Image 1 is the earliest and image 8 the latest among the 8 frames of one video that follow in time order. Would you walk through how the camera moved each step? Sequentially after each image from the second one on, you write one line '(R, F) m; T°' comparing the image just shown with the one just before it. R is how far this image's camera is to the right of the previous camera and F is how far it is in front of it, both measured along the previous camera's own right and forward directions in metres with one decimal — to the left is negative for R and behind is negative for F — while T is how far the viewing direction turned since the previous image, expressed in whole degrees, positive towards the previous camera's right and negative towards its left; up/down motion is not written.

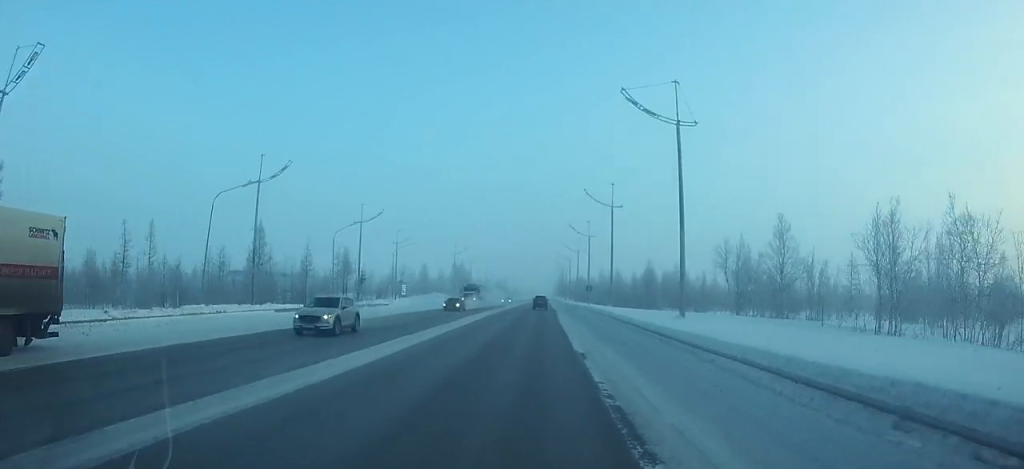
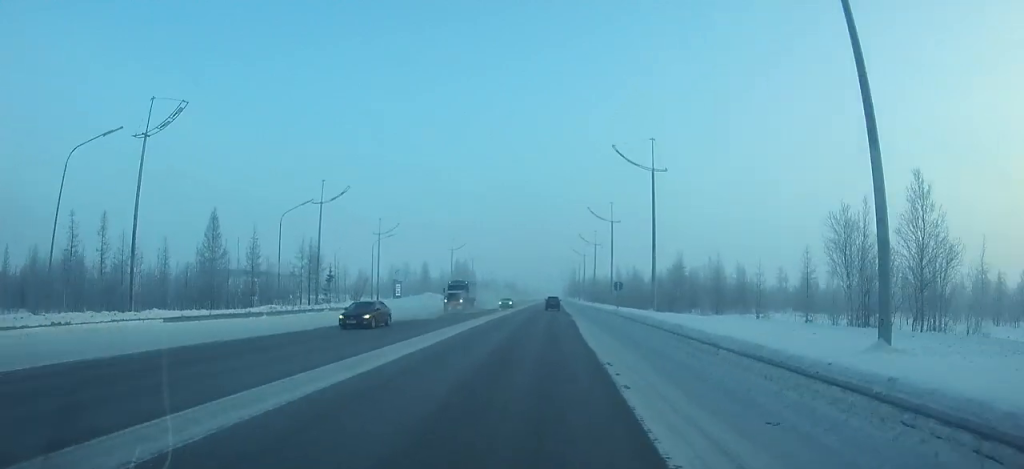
(-0.1, +14.9) m; -1°
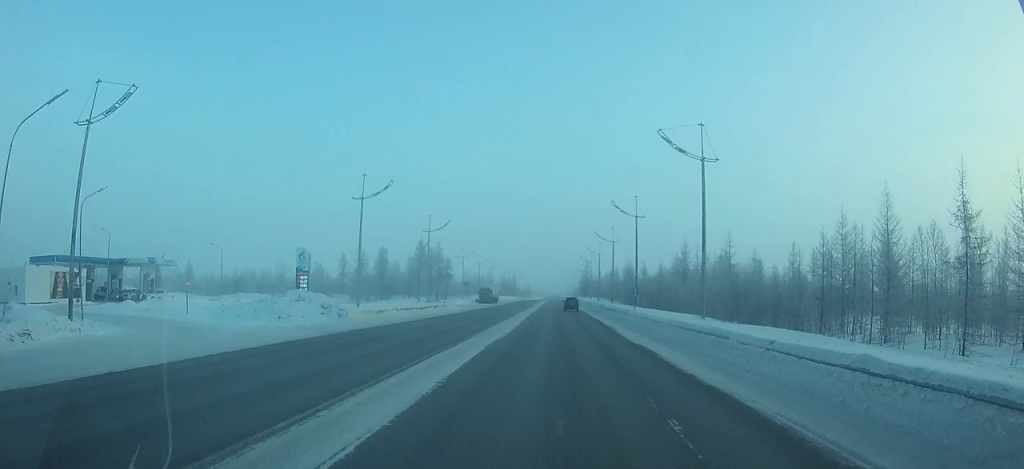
(-0.2, +54.2) m; 0°
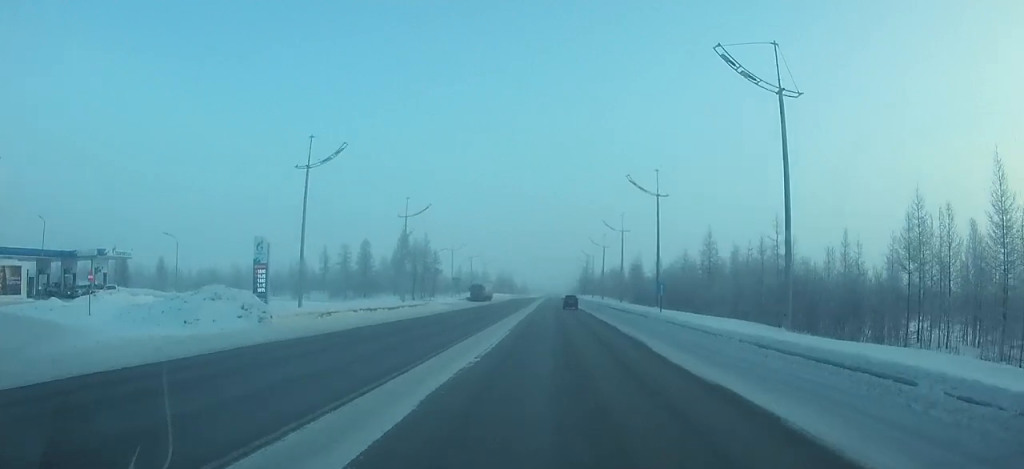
(0.0, +11.3) m; 0°
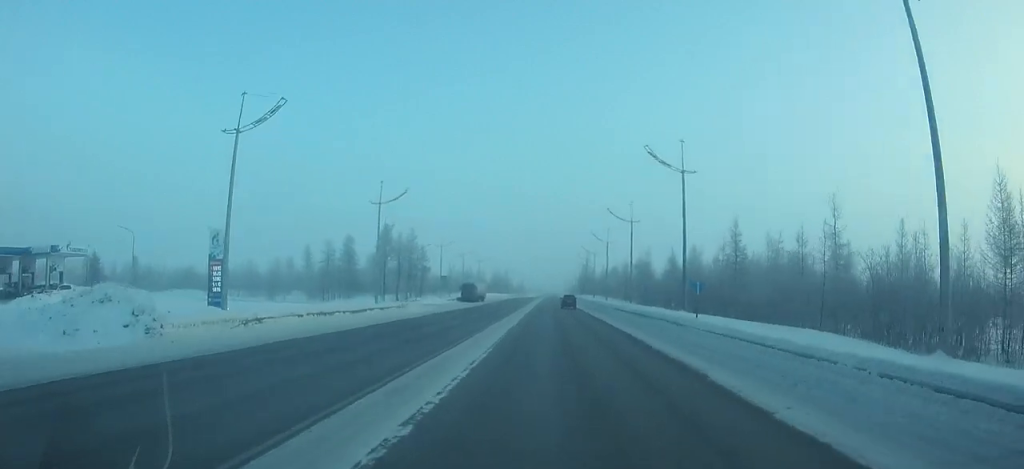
(0.0, +9.1) m; 0°
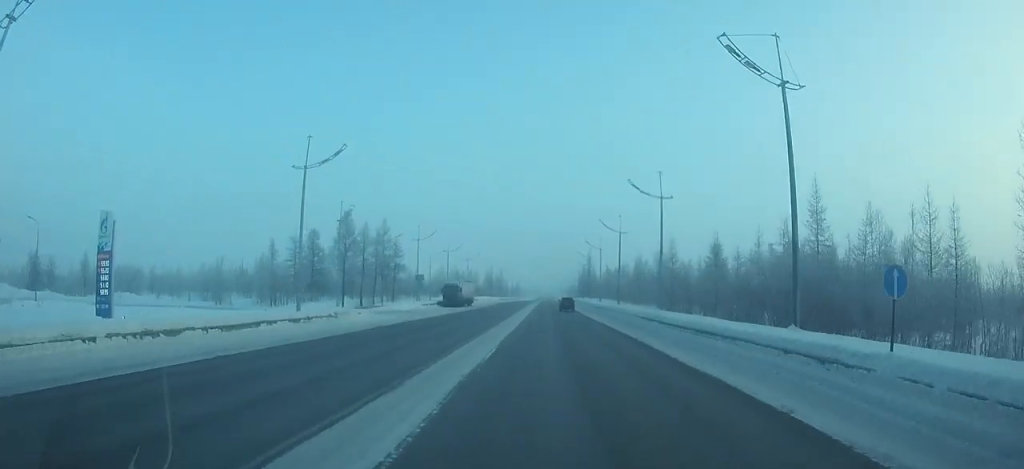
(0.0, +16.5) m; 0°
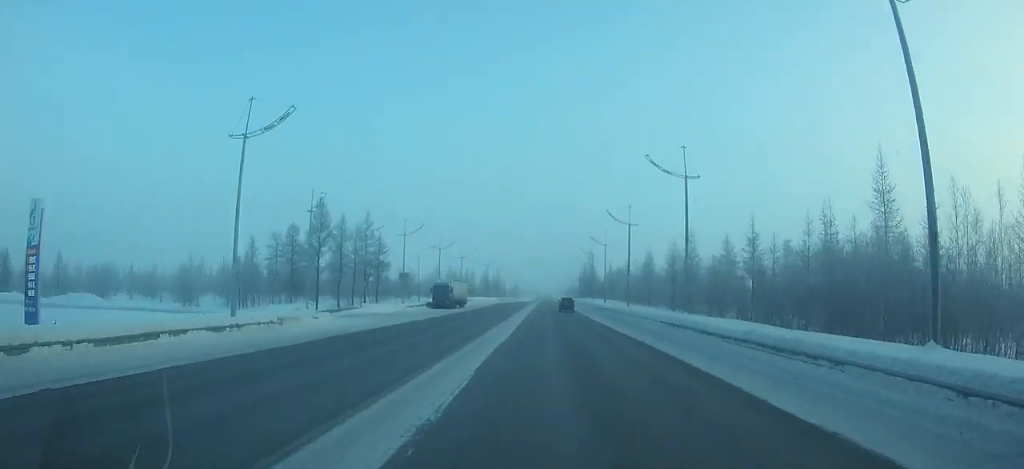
(0.0, +8.0) m; 0°
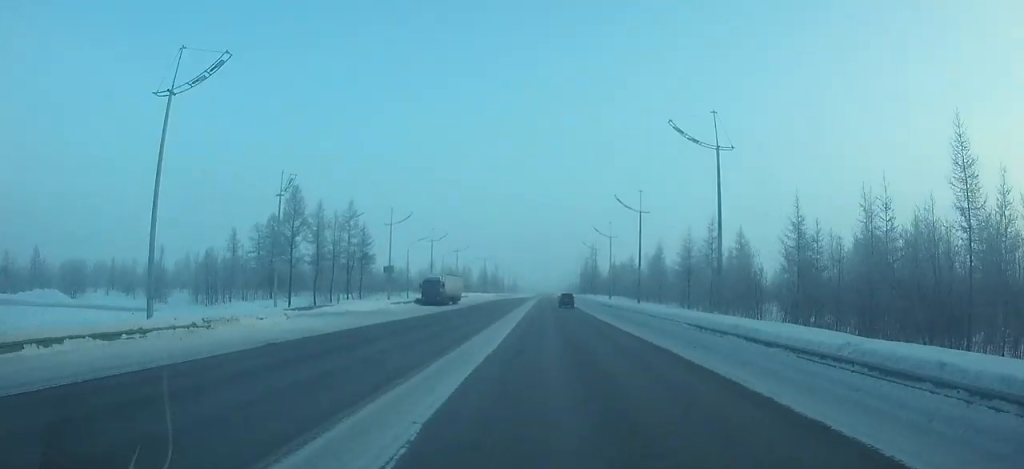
(0.0, +6.9) m; 0°
